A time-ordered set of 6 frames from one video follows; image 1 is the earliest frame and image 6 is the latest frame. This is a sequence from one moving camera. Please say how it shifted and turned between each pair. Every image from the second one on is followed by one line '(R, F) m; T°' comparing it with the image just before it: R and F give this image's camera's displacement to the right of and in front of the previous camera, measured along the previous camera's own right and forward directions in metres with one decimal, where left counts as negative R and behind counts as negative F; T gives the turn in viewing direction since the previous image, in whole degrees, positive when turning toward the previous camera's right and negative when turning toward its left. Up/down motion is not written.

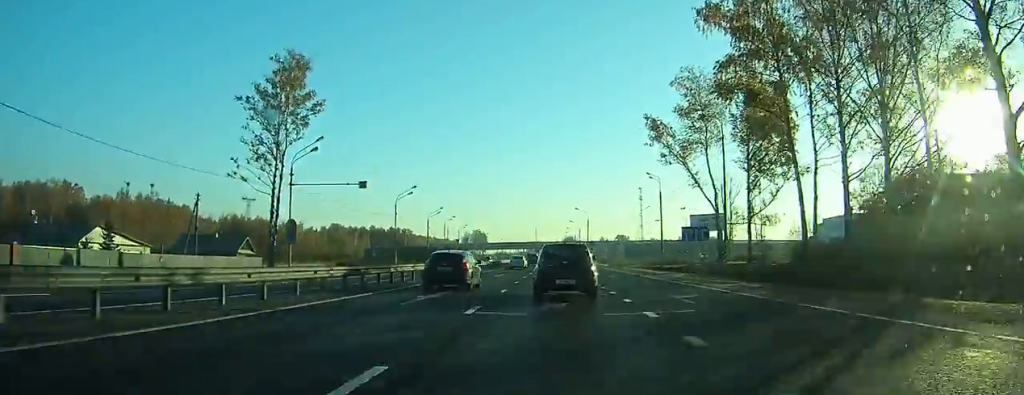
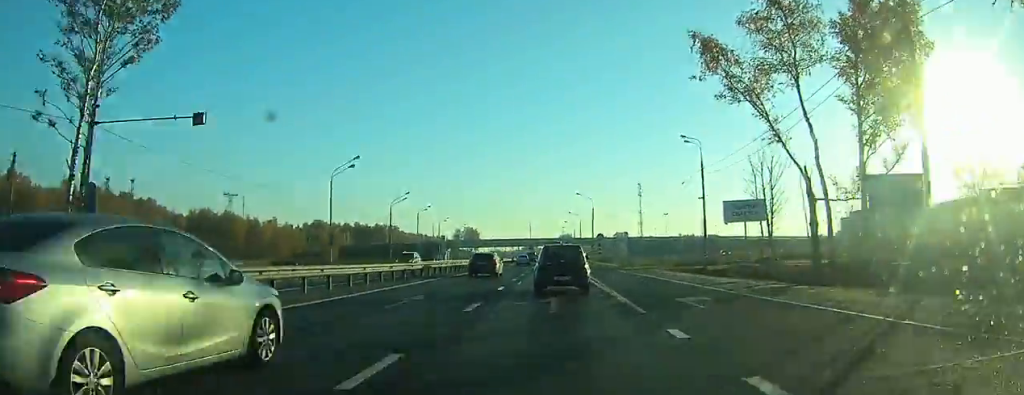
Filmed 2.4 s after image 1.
(+0.1, +23.1) m; 0°
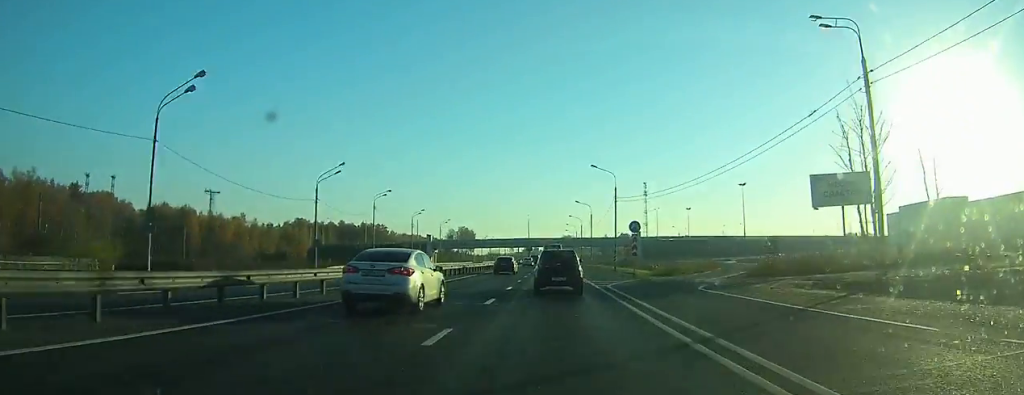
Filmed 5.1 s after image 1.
(-0.1, +28.9) m; 0°
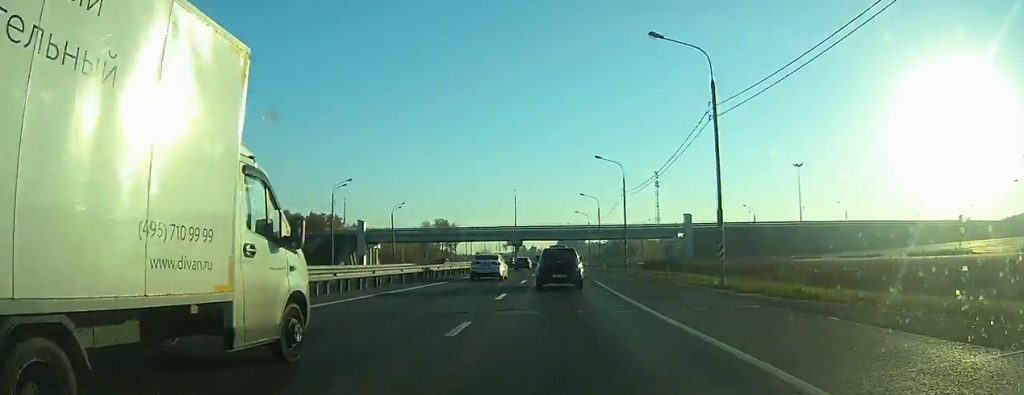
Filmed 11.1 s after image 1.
(+0.6, +70.0) m; +1°
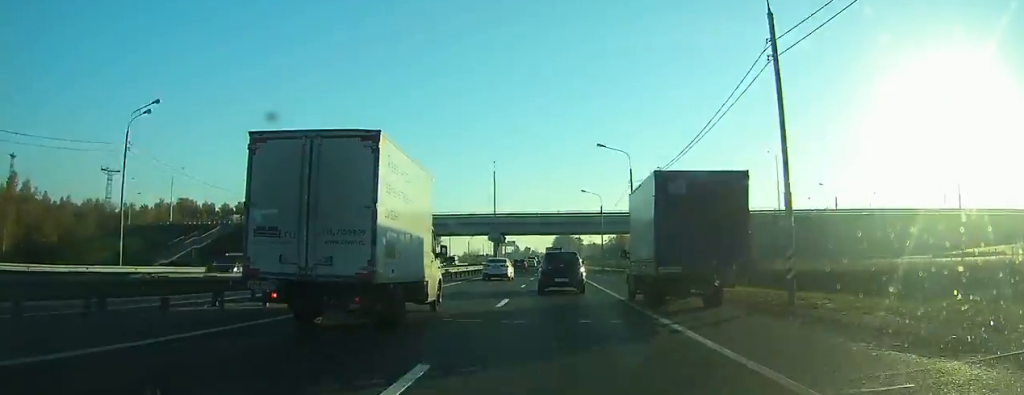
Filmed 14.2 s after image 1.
(+0.2, +38.4) m; +1°
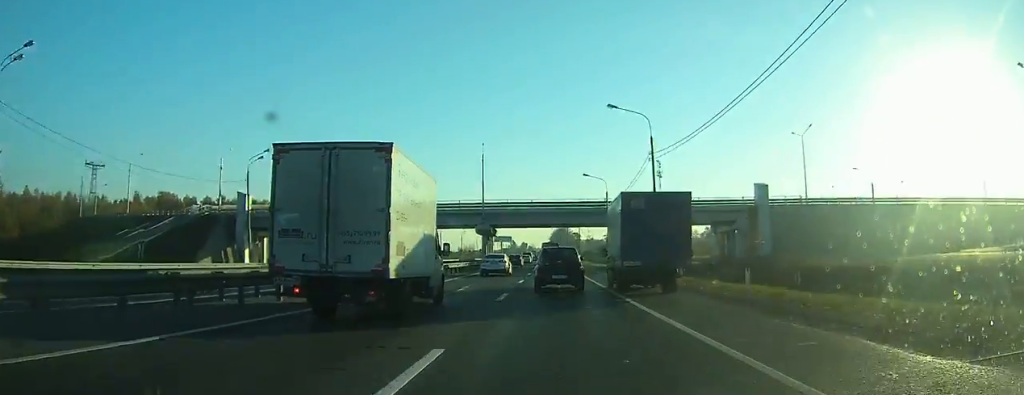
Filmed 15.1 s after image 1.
(0.0, +10.5) m; 0°
